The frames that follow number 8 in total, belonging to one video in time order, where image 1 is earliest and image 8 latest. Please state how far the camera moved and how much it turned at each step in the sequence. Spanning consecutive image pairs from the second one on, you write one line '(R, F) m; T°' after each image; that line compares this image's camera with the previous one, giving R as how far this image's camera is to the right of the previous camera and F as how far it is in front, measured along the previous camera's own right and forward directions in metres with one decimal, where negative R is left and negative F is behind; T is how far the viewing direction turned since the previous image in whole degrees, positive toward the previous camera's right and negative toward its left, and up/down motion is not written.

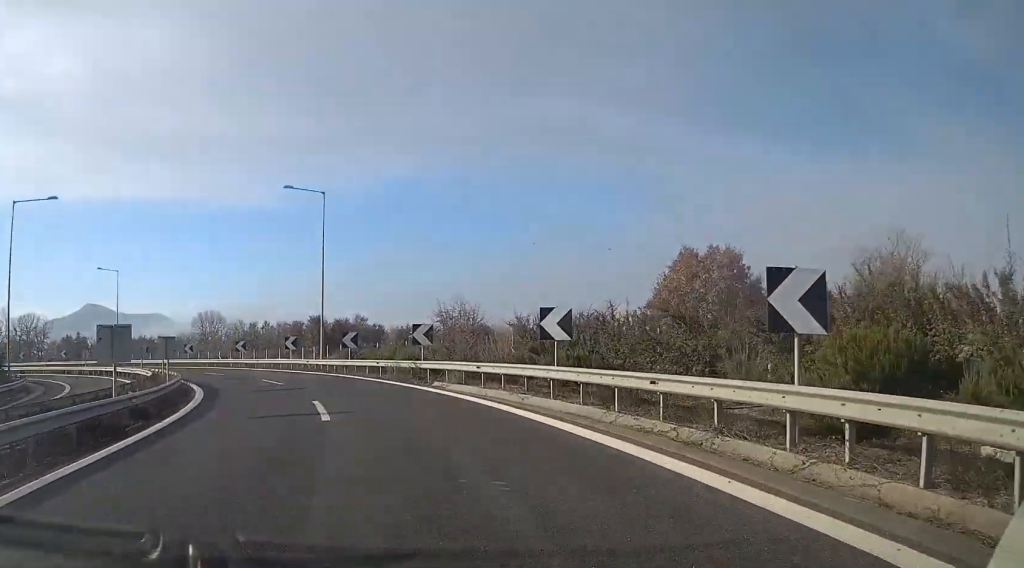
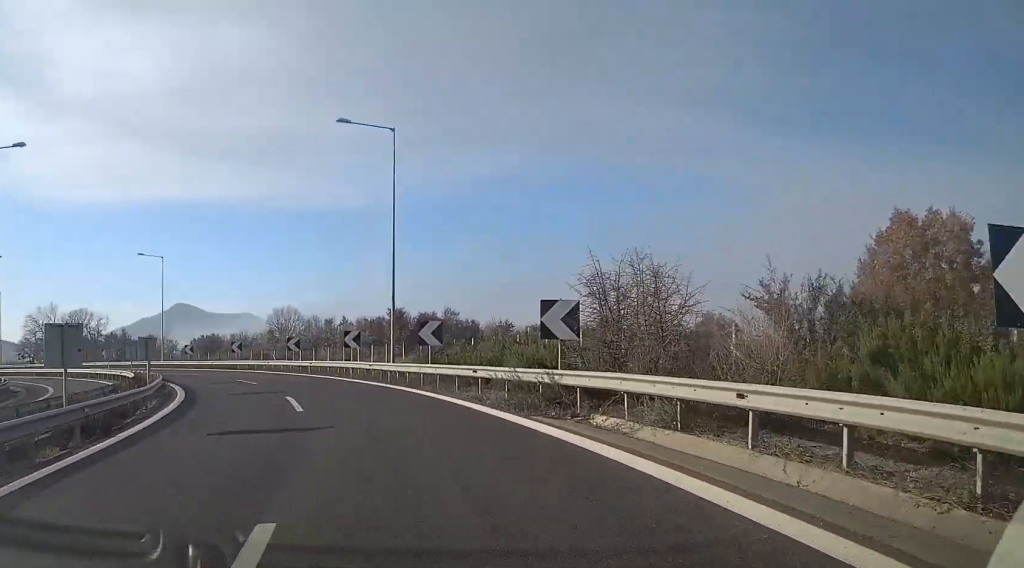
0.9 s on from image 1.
(-0.9, +15.3) m; -6°
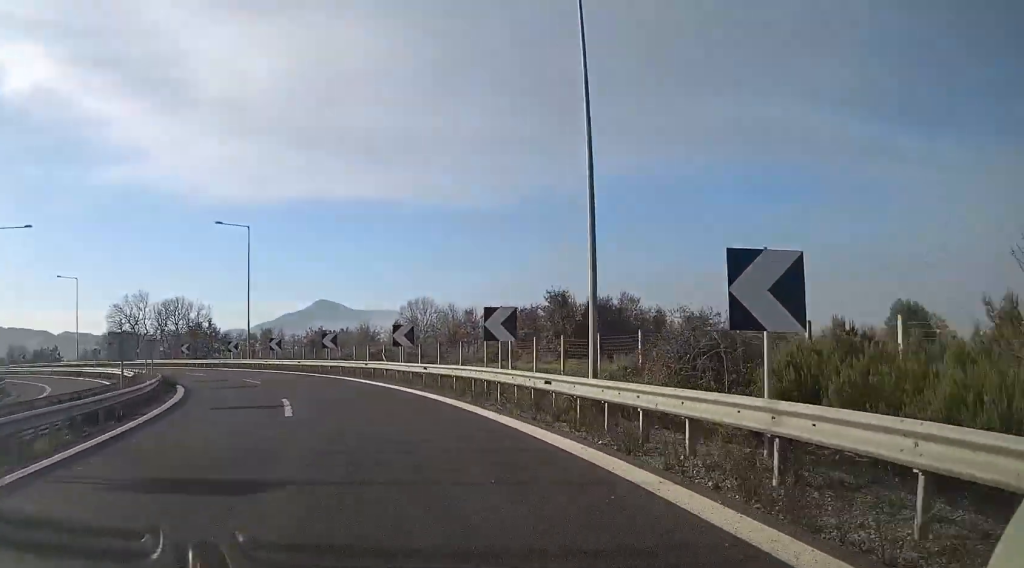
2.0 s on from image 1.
(-1.4, +19.3) m; -10°
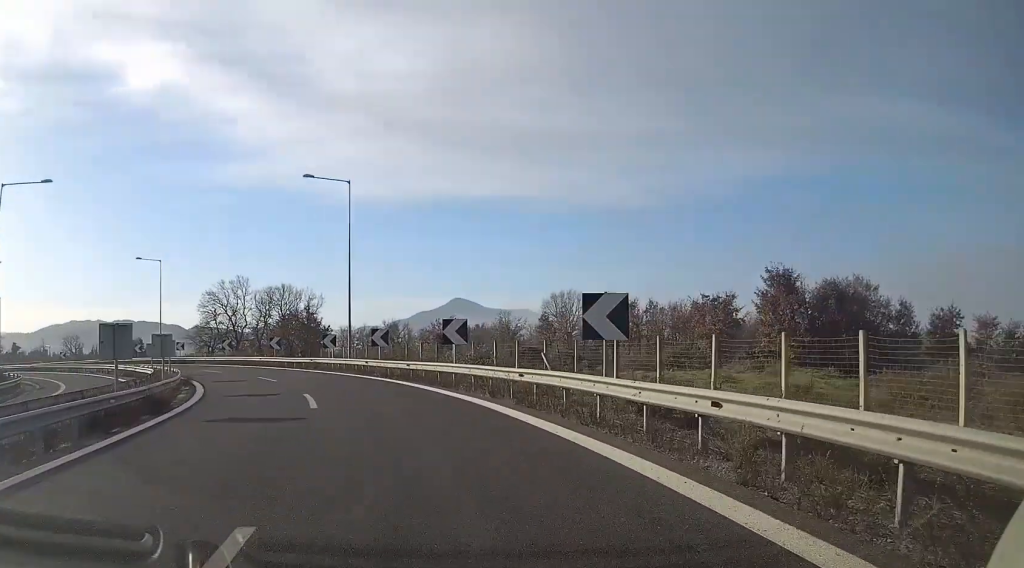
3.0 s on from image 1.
(-1.6, +17.0) m; -11°
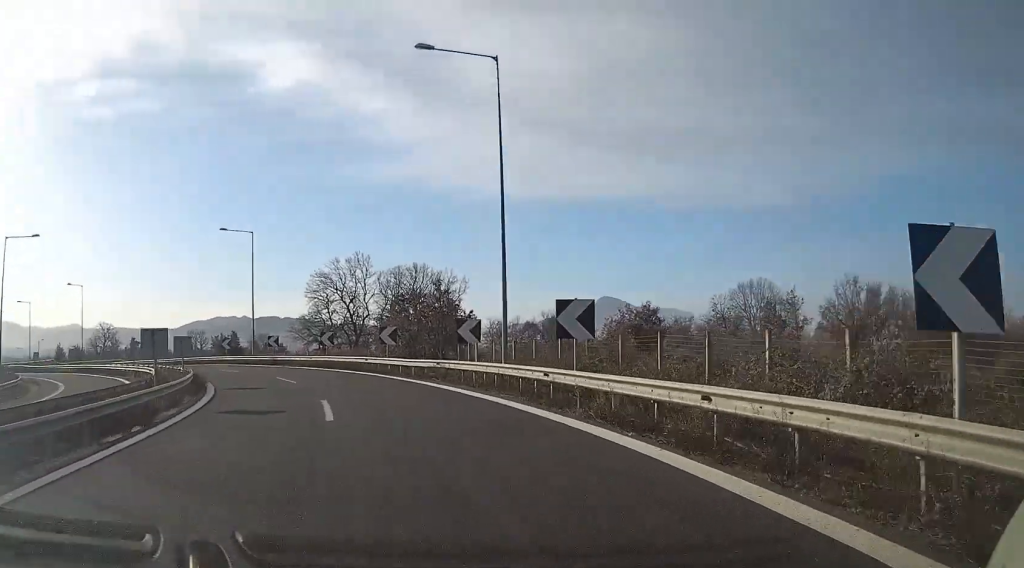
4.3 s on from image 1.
(-2.4, +20.7) m; -12°
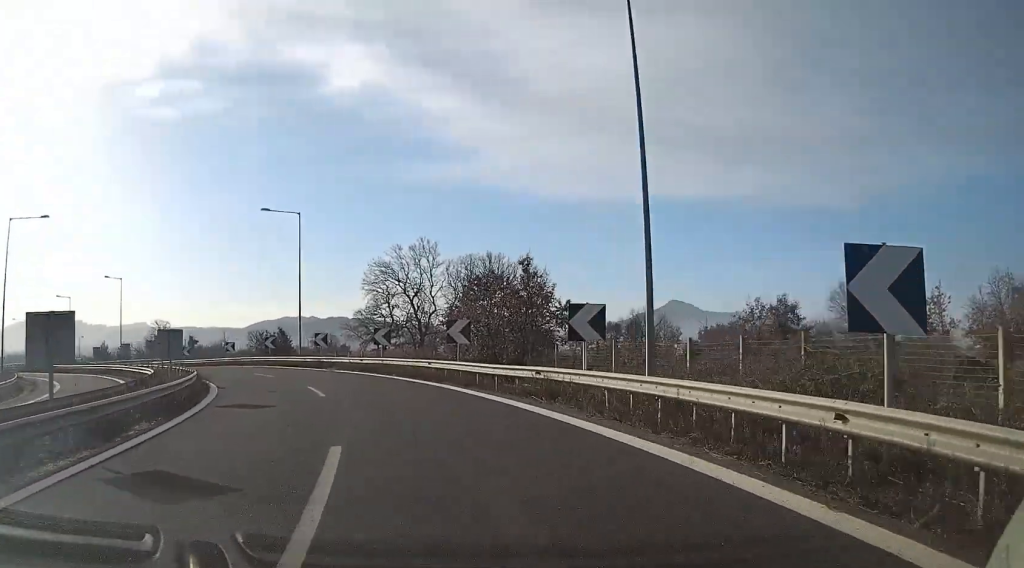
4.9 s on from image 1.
(-0.3, +10.3) m; -5°
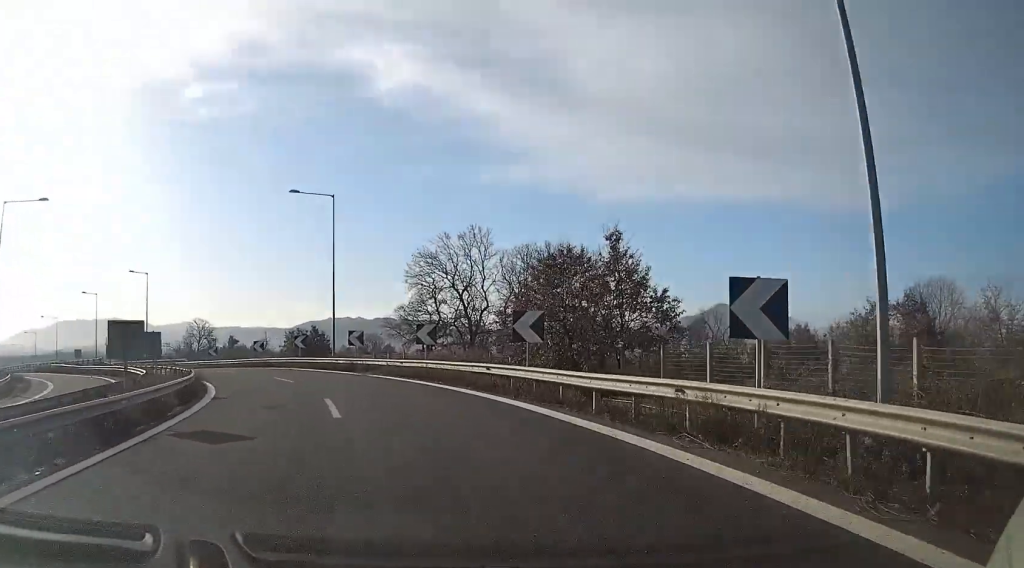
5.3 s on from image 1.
(-0.4, +7.6) m; -3°
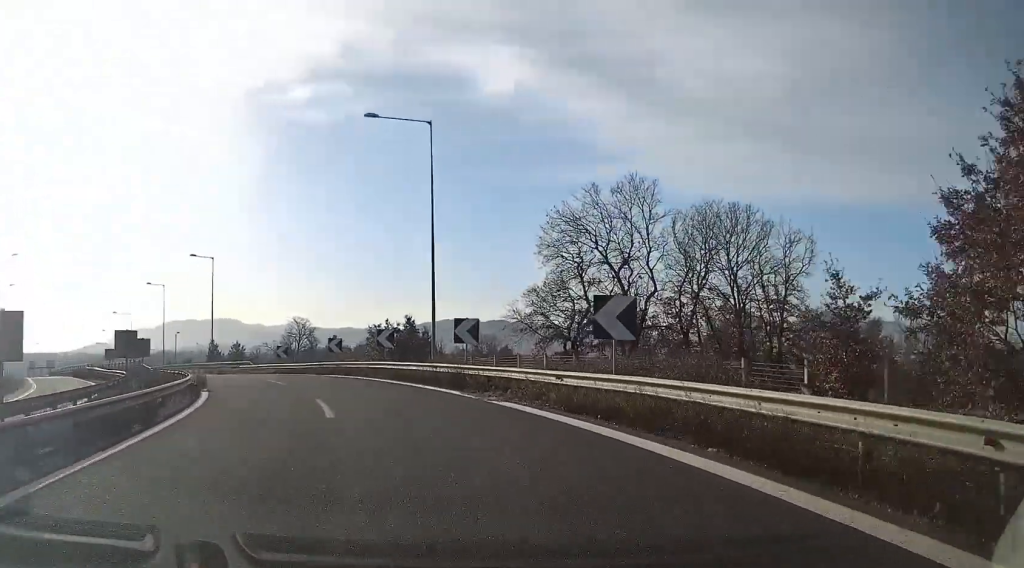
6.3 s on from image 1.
(-1.2, +18.2) m; -9°
